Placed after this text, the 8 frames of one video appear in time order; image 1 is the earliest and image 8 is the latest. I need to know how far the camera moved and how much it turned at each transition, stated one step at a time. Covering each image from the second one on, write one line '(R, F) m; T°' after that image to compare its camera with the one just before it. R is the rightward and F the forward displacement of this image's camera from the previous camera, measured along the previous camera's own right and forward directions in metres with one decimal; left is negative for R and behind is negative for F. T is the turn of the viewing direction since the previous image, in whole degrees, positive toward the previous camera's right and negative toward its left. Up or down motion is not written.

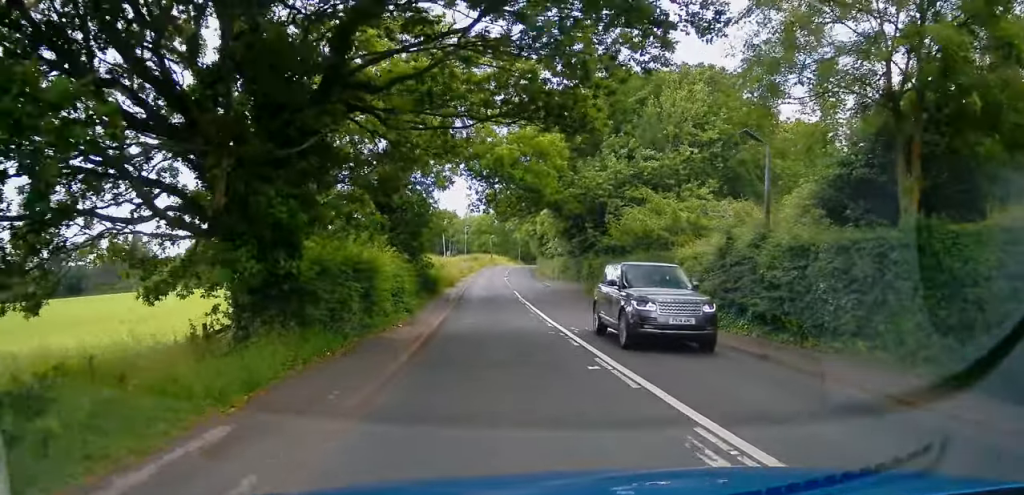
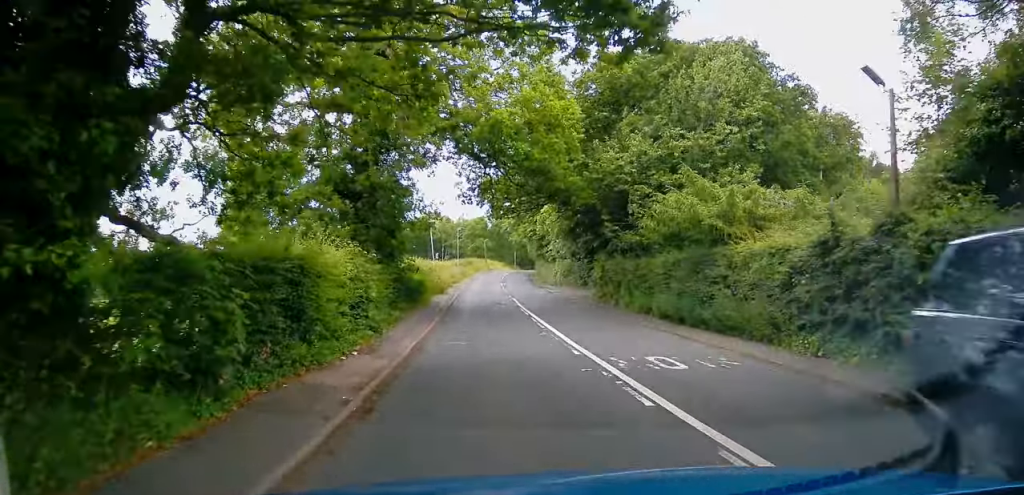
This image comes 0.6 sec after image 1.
(-0.1, +5.8) m; +1°
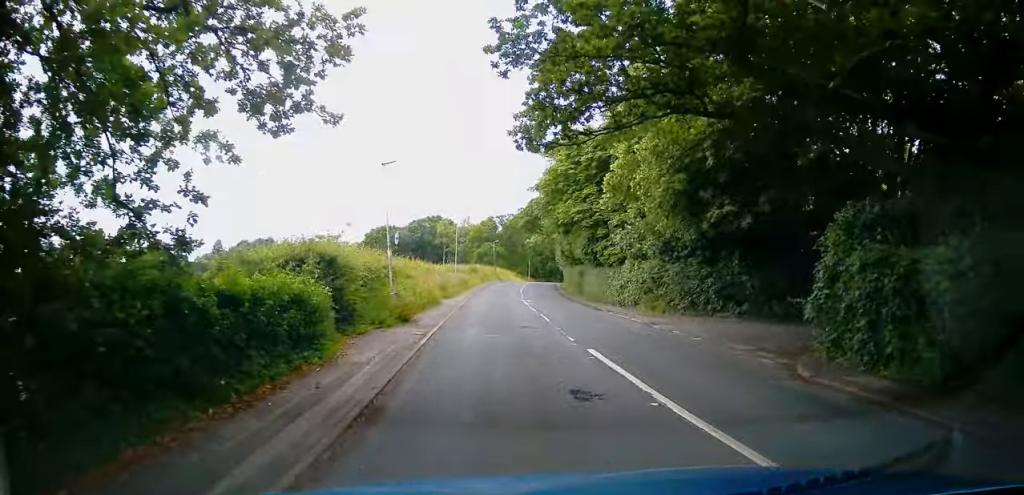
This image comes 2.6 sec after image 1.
(+0.4, +22.2) m; -1°
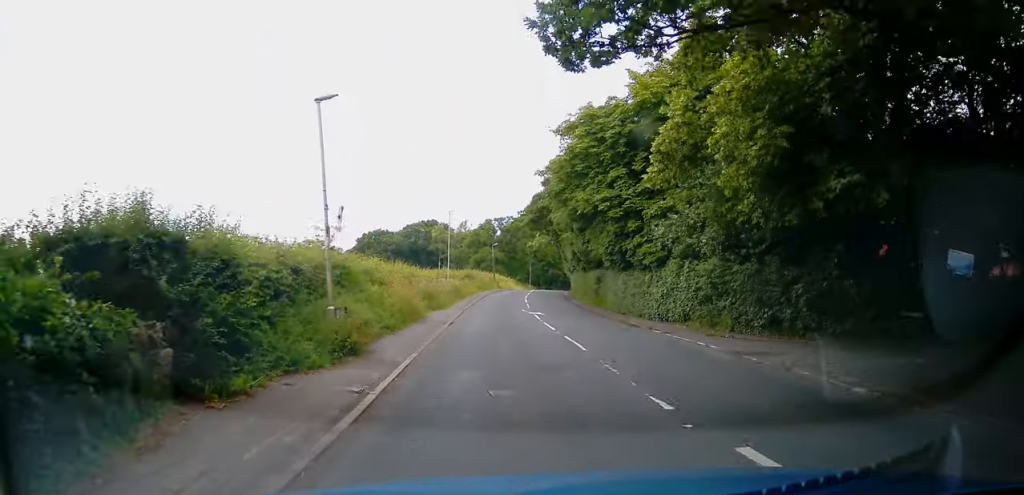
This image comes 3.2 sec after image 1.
(-0.2, +7.5) m; 0°
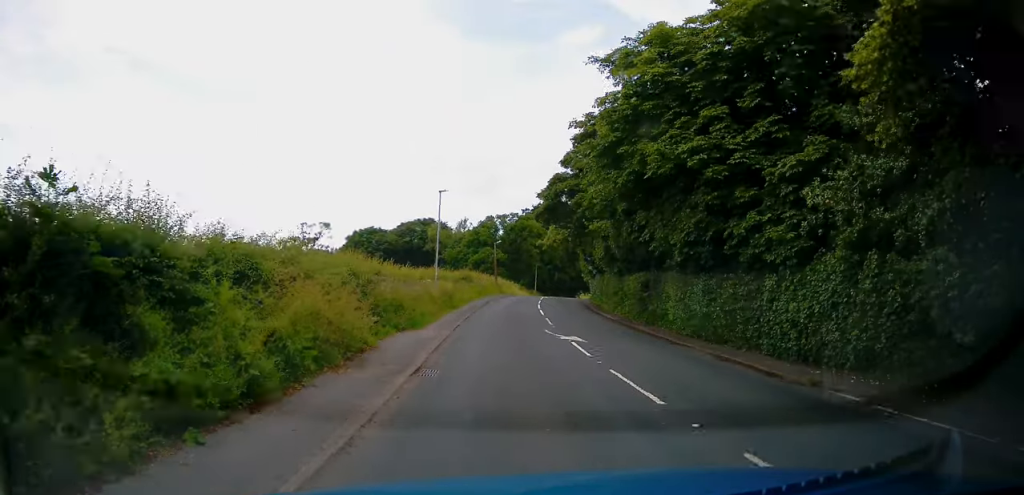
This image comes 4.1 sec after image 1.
(+0.2, +10.8) m; +1°
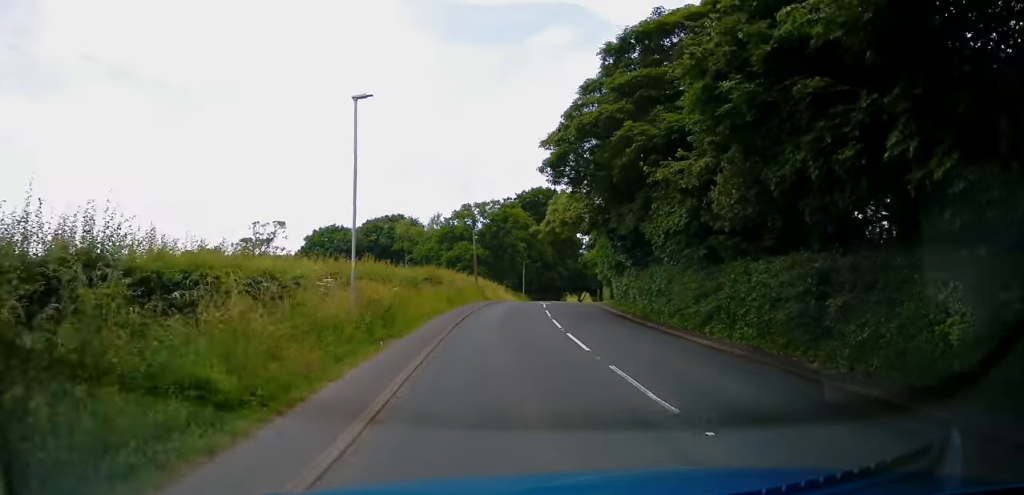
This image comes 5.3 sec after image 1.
(-0.1, +15.7) m; +1°
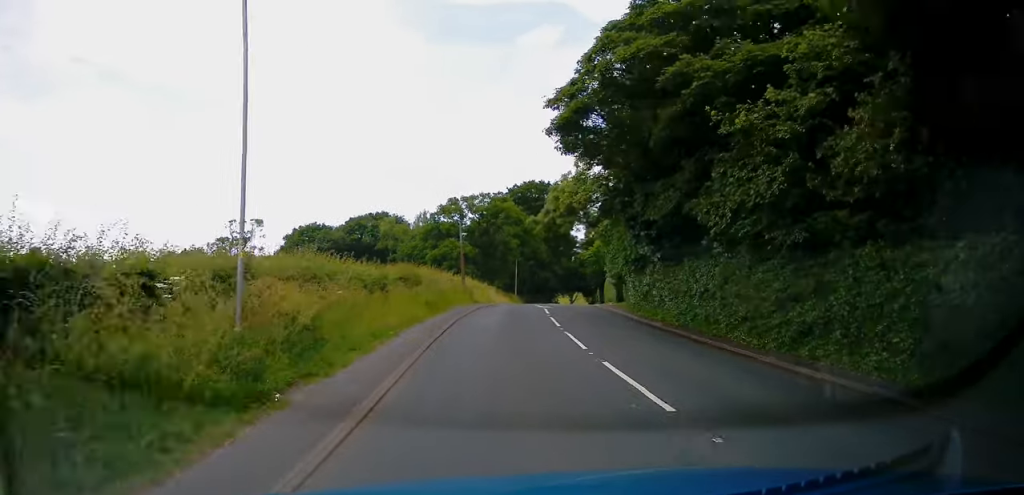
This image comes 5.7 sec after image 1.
(+0.1, +6.2) m; +1°
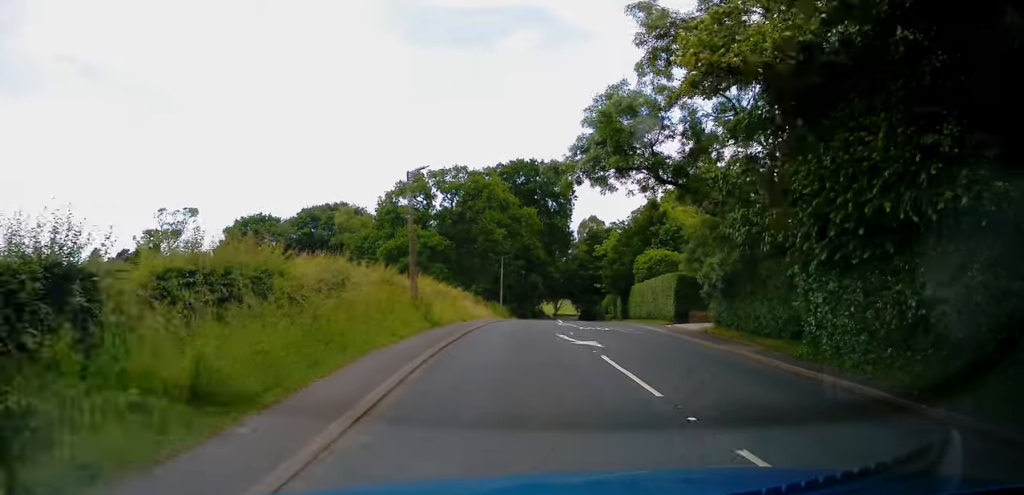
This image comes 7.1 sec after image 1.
(+0.7, +18.3) m; +4°
